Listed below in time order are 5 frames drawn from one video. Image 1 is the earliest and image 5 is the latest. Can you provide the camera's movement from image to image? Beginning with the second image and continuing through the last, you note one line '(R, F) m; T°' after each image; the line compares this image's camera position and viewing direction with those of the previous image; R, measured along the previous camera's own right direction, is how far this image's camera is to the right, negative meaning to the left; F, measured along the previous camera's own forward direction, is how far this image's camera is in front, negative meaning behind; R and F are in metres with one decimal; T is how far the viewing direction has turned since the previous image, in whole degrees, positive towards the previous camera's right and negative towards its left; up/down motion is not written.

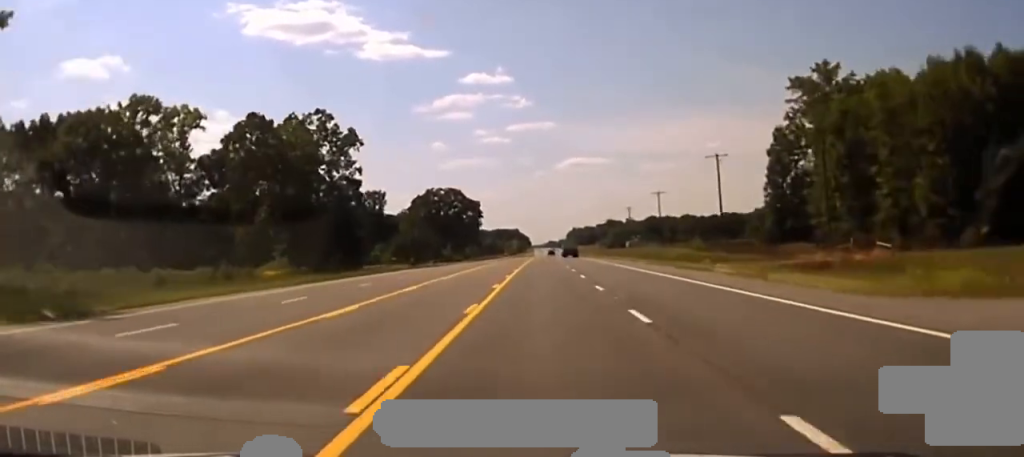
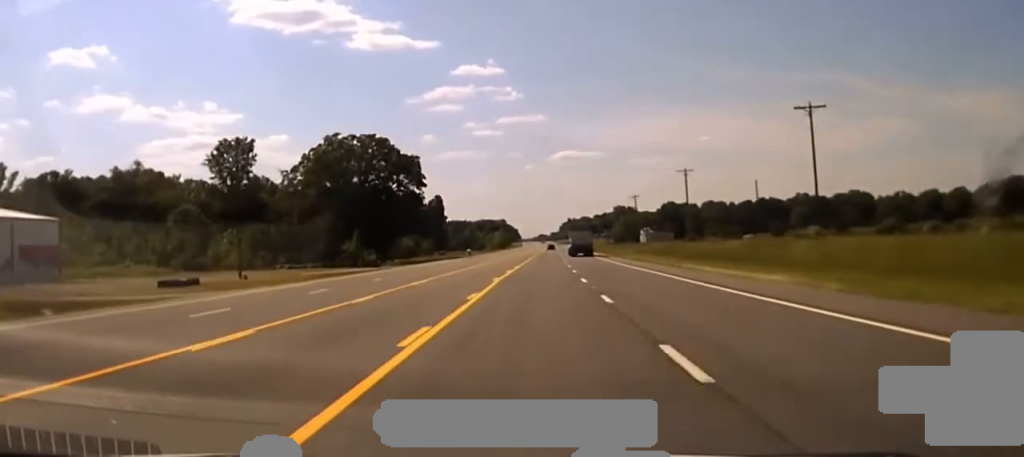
(+0.5, +126.3) m; 0°
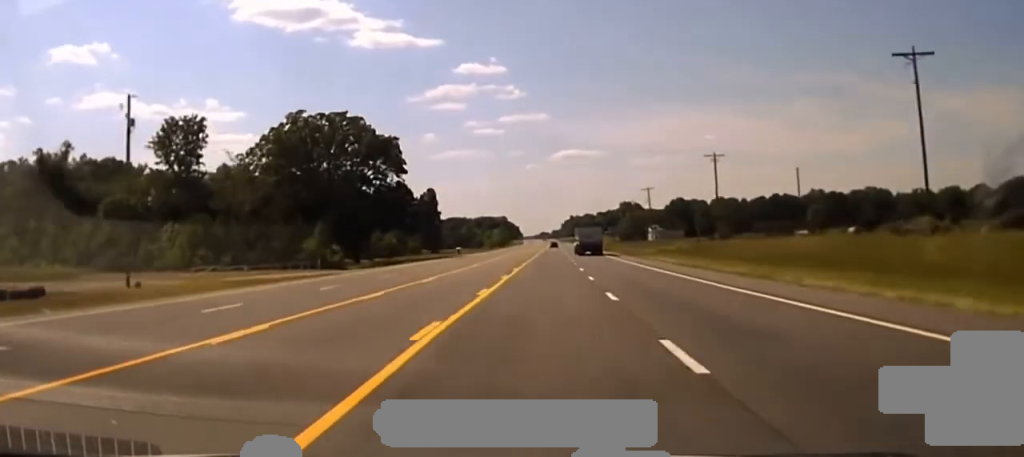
(-0.1, +25.7) m; 0°
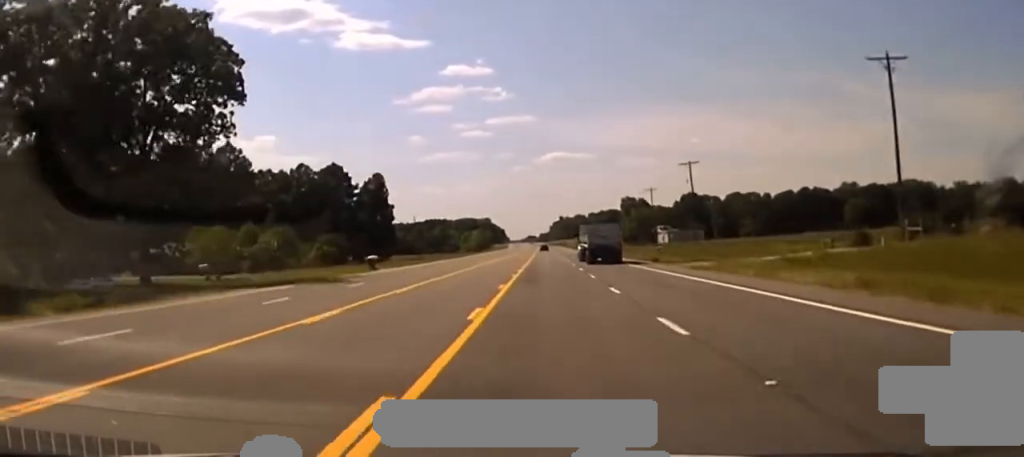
(+0.7, +71.1) m; +1°
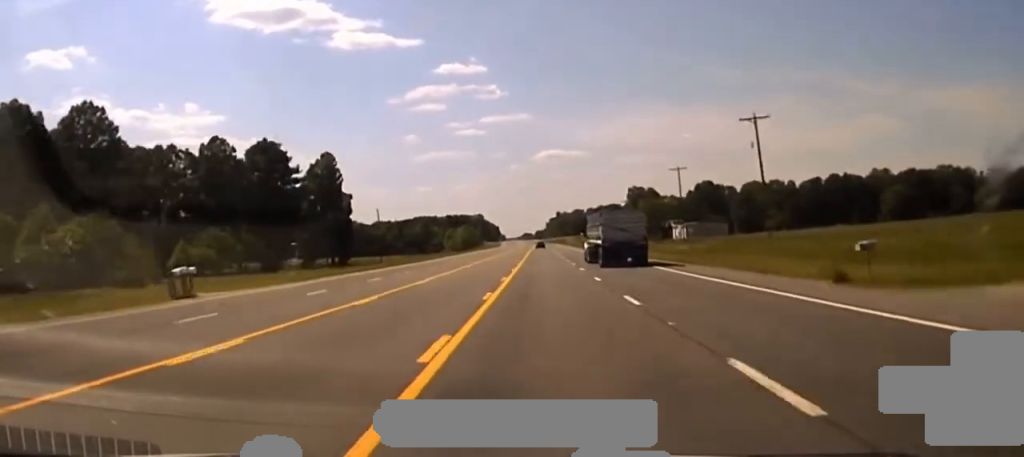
(0.0, +41.0) m; 0°
